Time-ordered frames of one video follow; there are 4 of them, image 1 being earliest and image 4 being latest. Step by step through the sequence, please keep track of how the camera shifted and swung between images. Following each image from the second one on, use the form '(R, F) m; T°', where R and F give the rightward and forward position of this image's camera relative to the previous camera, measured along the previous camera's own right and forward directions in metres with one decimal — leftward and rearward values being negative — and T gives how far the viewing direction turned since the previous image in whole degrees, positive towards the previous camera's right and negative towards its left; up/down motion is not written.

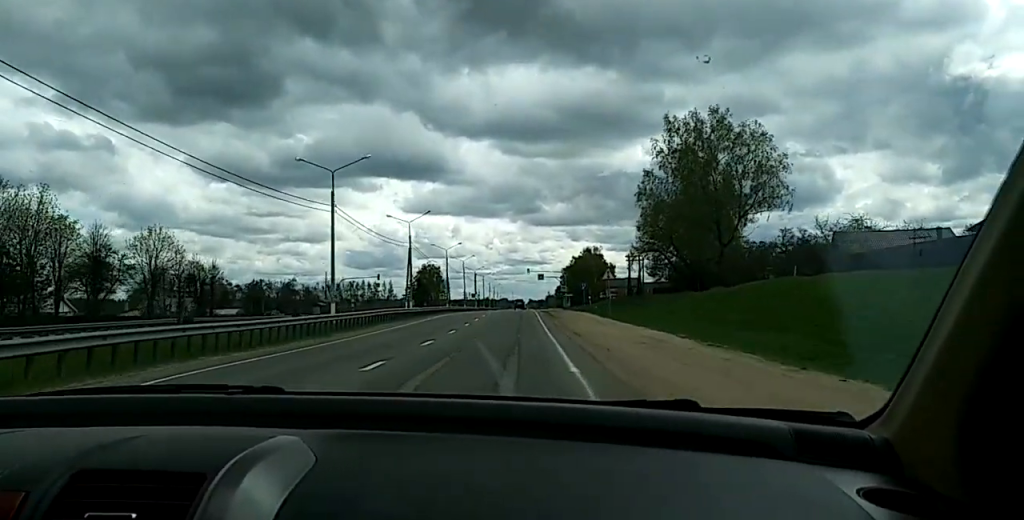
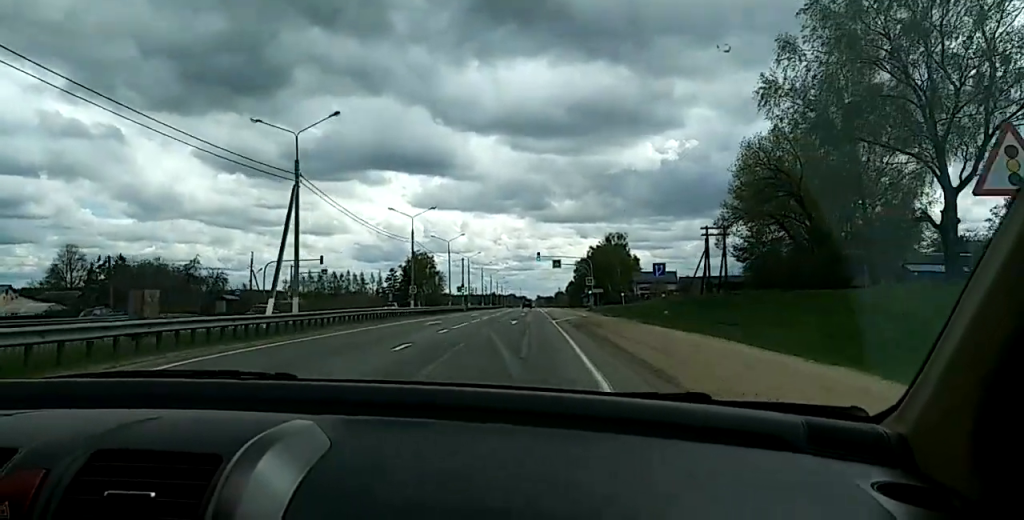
(0.0, +44.5) m; -1°
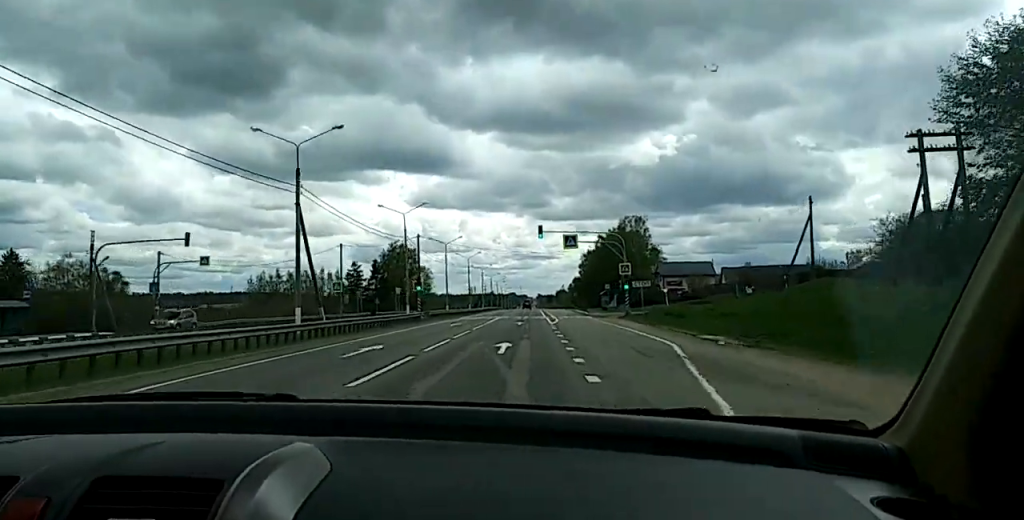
(+0.4, +40.2) m; 0°
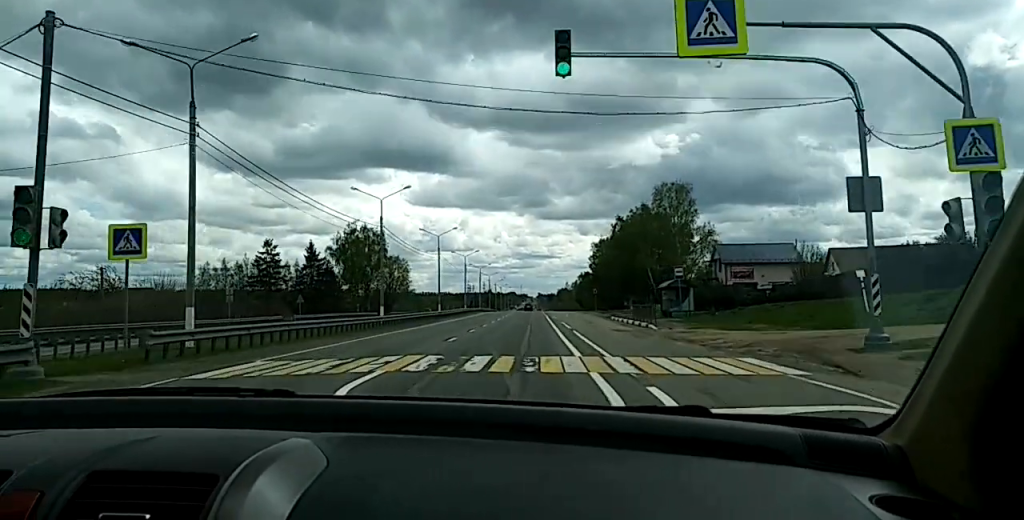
(-0.1, +50.2) m; +1°
